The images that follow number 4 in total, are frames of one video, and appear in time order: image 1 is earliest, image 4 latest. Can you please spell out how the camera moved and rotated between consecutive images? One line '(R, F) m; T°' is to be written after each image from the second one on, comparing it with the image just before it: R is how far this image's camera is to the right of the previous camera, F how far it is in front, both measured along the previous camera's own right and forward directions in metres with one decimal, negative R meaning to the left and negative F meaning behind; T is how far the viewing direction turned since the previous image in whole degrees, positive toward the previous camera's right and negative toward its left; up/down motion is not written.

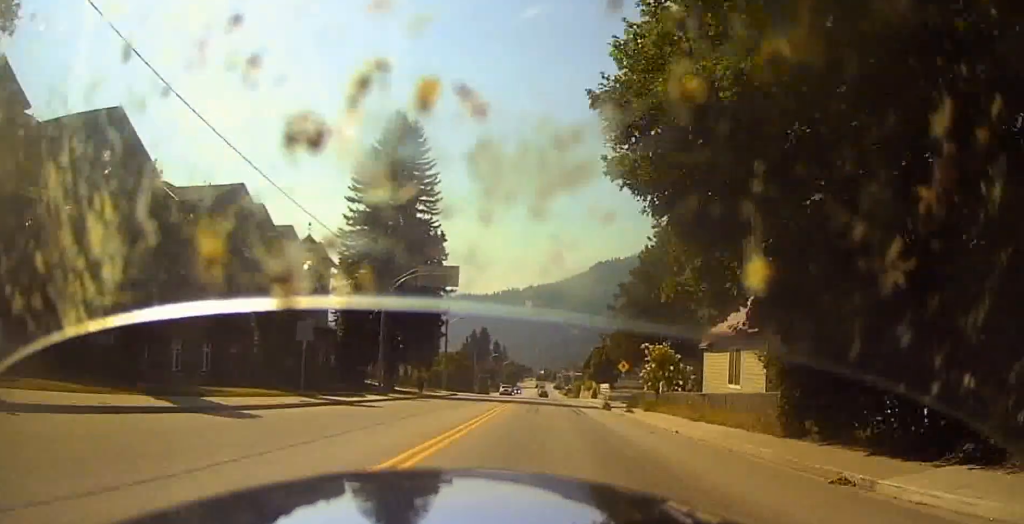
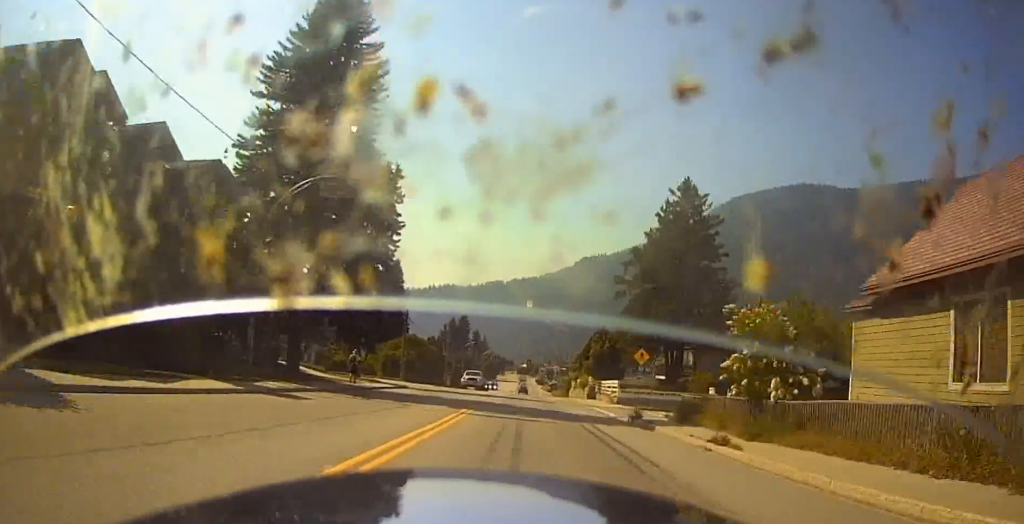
(+0.4, +18.9) m; +1°
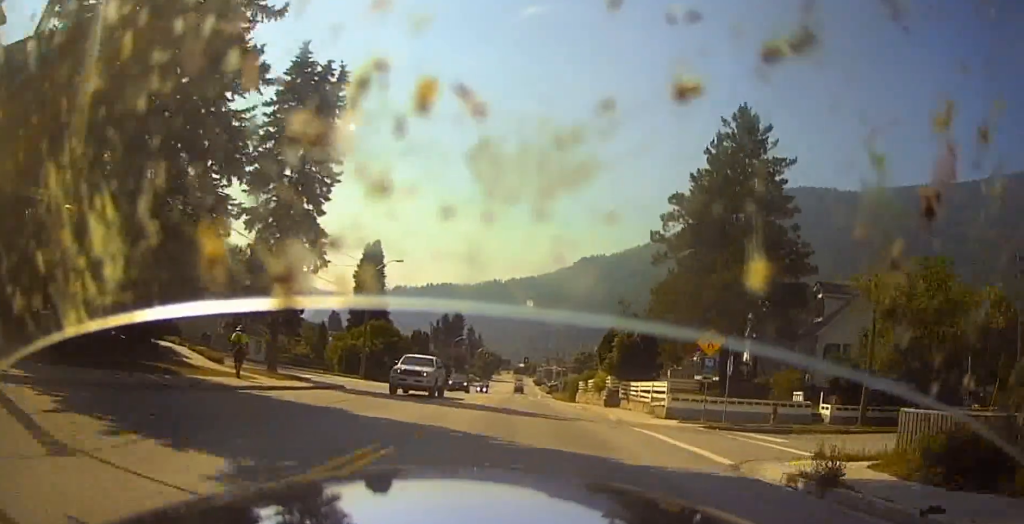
(0.0, +16.0) m; -1°
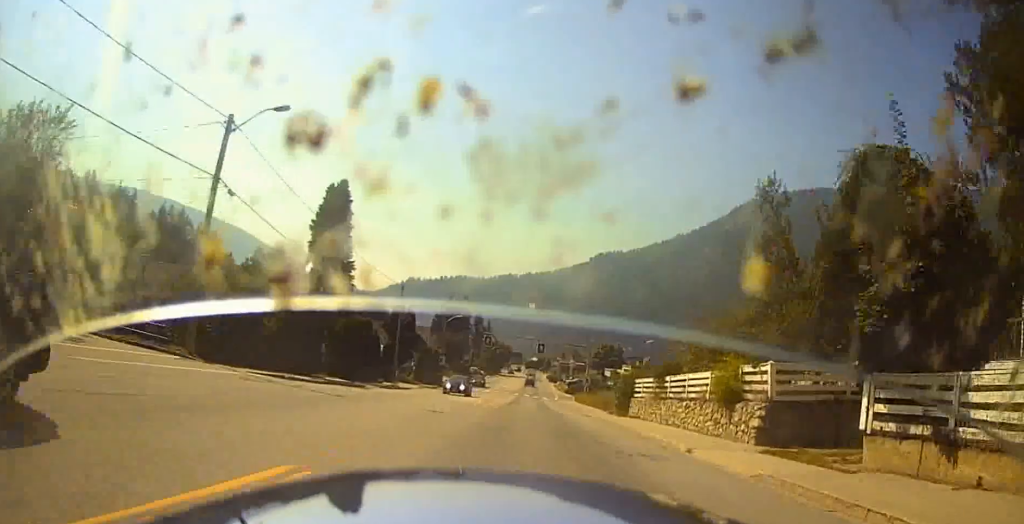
(+0.1, +28.1) m; -1°
